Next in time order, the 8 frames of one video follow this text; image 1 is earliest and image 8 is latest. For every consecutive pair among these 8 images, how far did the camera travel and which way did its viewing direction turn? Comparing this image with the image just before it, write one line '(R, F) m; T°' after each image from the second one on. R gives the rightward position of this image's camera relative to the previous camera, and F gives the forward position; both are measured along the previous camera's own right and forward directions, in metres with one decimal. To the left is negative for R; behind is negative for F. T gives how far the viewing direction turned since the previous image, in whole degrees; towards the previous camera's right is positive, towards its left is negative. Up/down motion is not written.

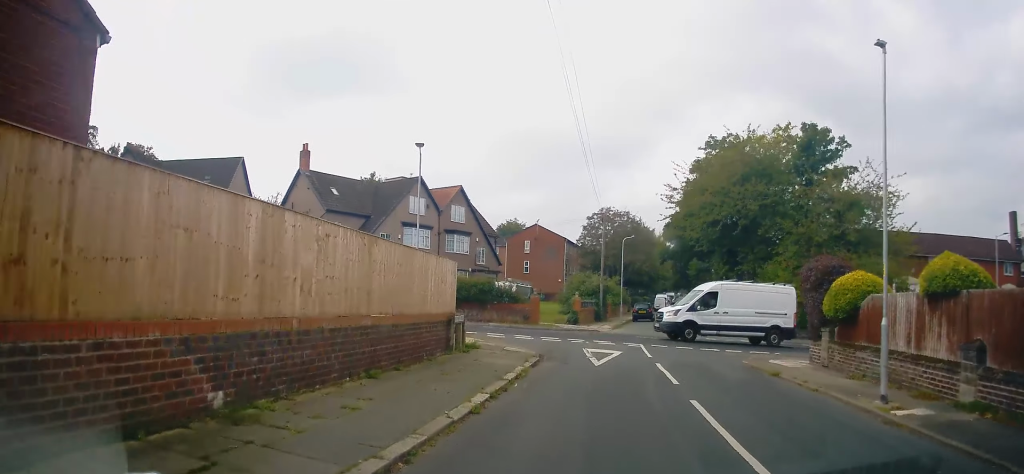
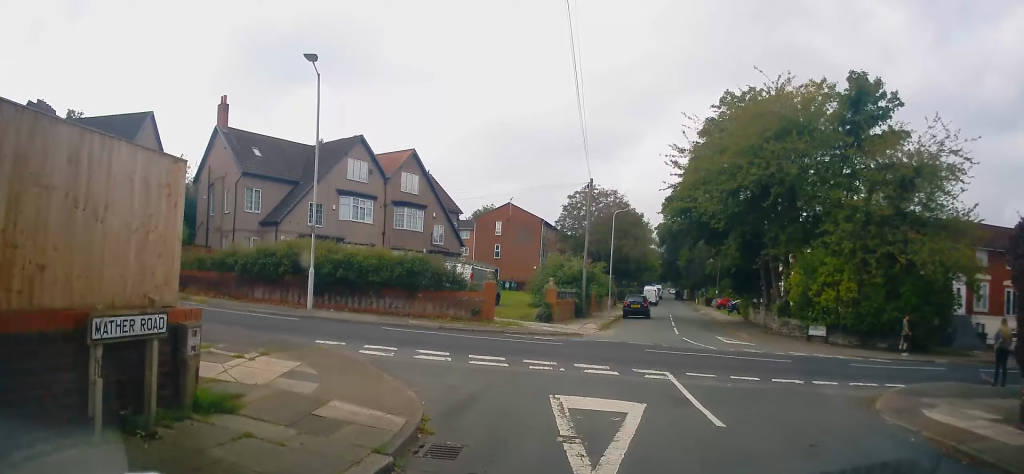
(+0.3, +10.2) m; +1°
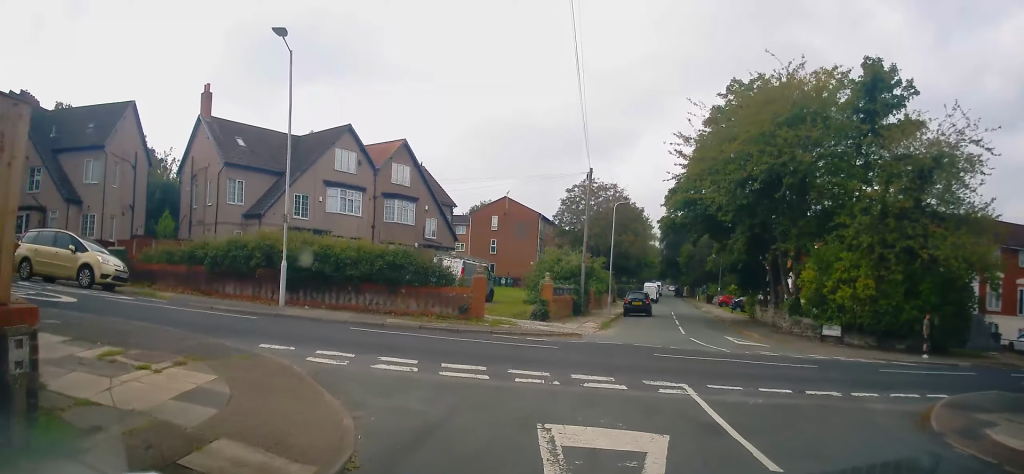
(+0.1, +2.1) m; -1°
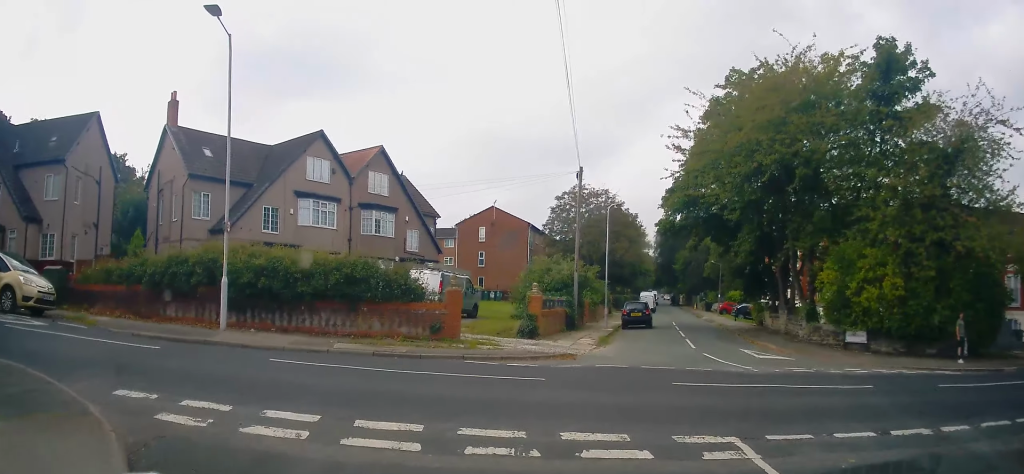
(-0.5, +3.5) m; 0°
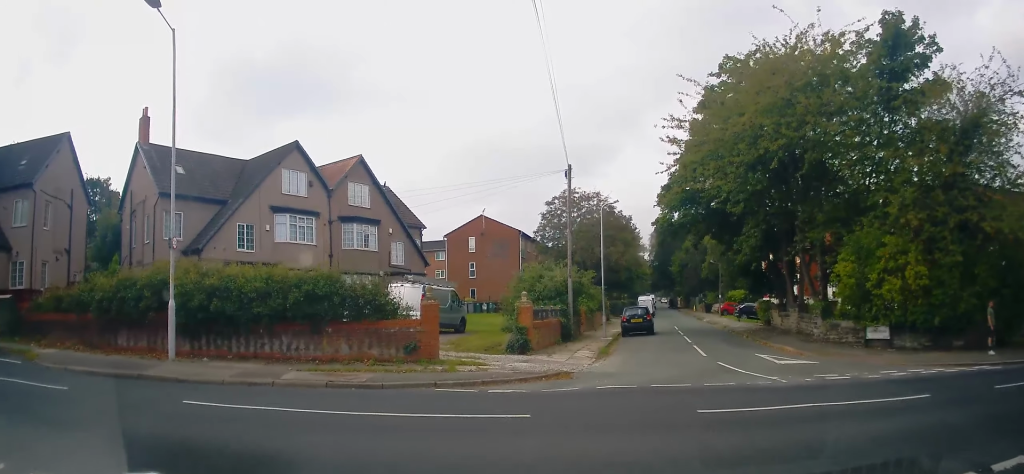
(+0.5, +2.4) m; +5°
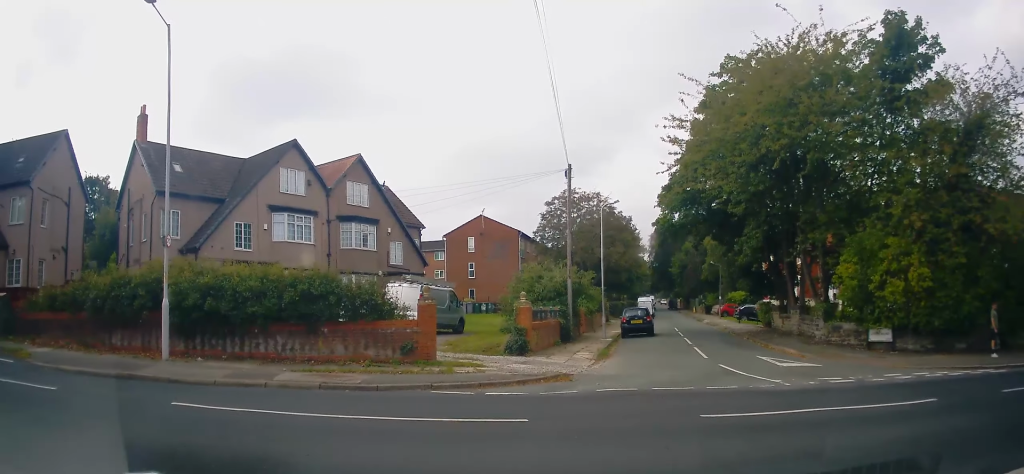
(-0.2, +0.3) m; 0°
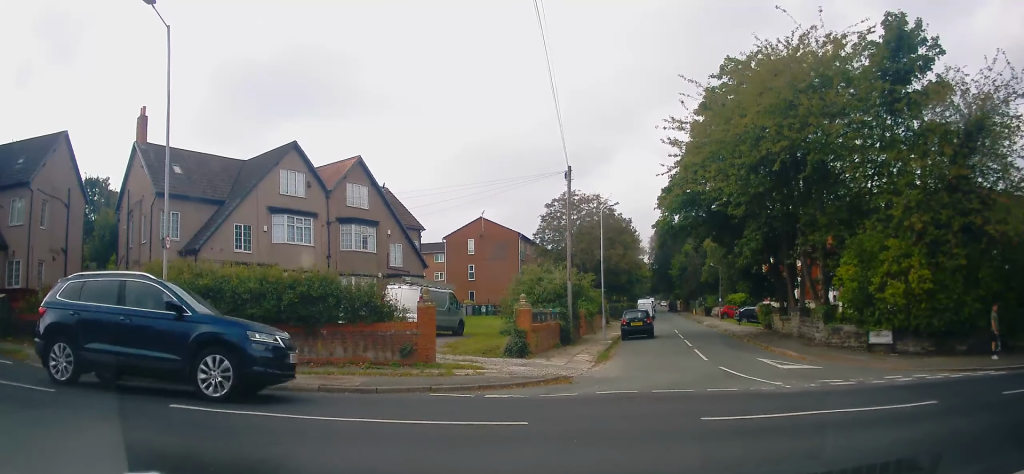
(-0.2, +0.4) m; 0°
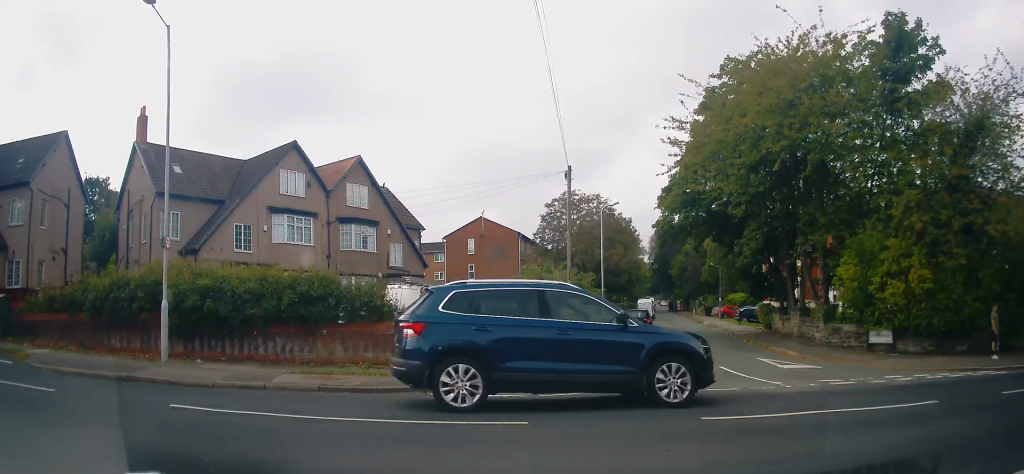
(0.0, 0.0) m; 0°
